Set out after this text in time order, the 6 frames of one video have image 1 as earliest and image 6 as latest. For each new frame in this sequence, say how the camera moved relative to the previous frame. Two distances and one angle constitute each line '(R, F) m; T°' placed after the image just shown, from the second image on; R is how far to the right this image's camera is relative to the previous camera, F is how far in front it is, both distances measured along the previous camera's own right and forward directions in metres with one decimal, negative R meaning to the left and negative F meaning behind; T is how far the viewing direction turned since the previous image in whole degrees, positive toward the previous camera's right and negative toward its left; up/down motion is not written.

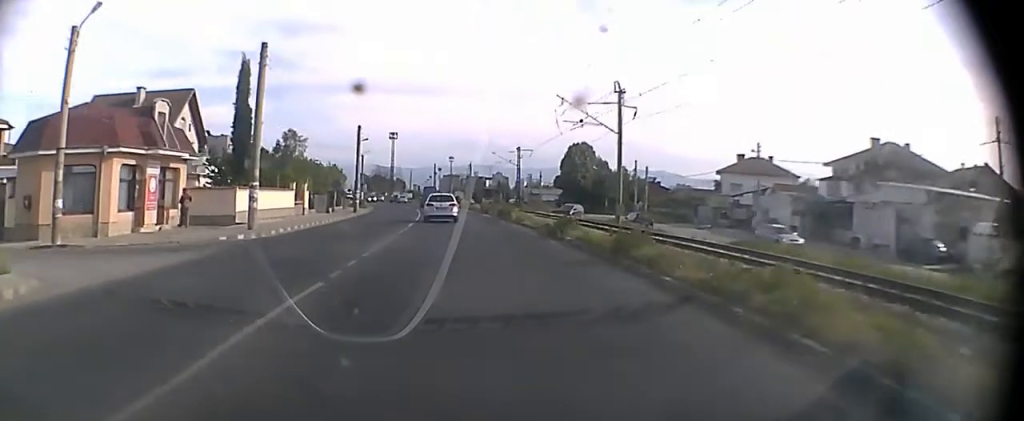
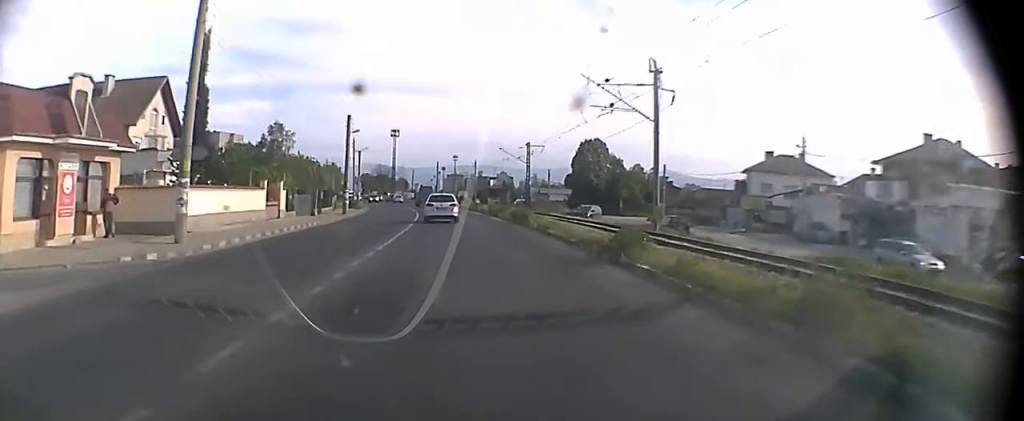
(0.0, +7.9) m; 0°
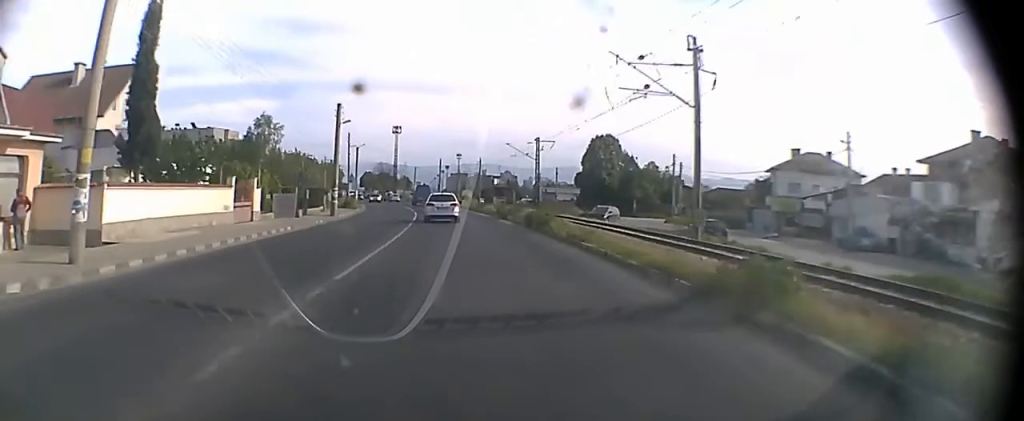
(0.0, +6.3) m; 0°
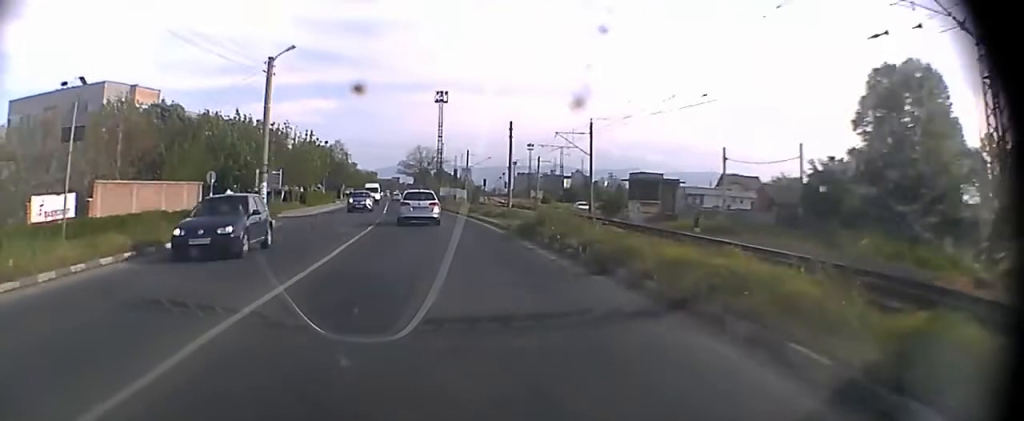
(-2.4, +67.6) m; -5°
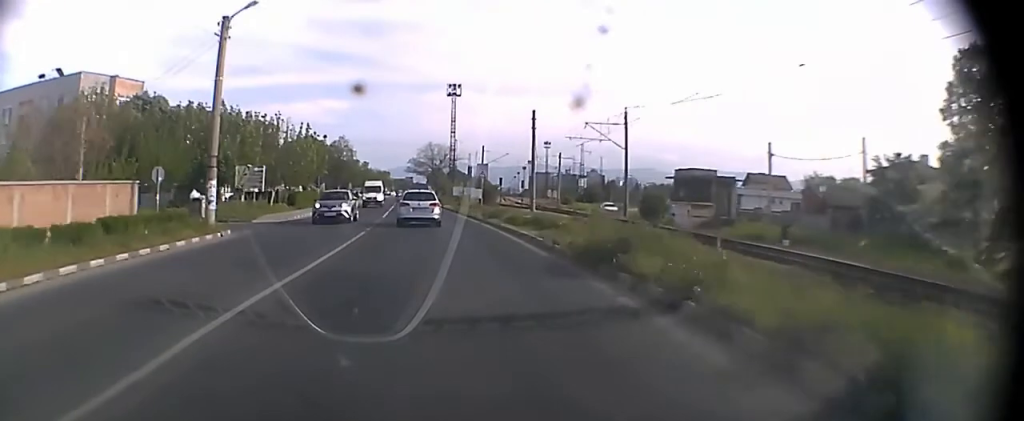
(0.0, +9.0) m; -1°
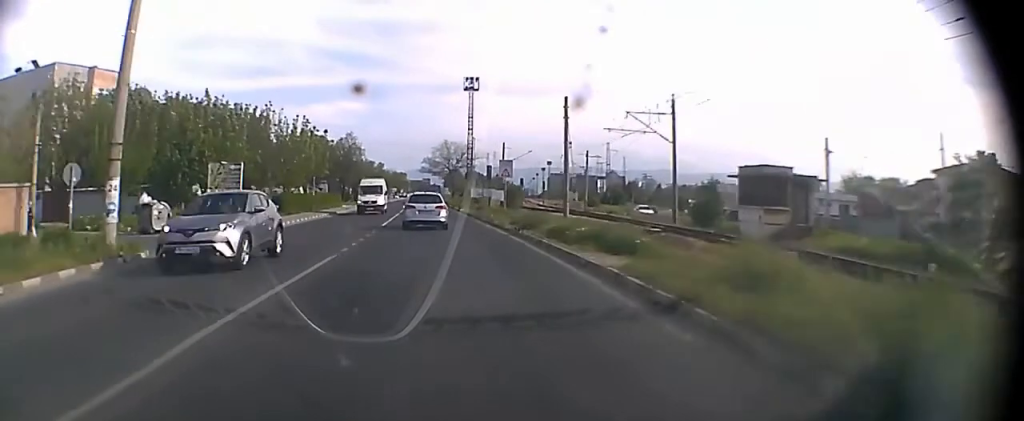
(-0.1, +8.8) m; -1°
